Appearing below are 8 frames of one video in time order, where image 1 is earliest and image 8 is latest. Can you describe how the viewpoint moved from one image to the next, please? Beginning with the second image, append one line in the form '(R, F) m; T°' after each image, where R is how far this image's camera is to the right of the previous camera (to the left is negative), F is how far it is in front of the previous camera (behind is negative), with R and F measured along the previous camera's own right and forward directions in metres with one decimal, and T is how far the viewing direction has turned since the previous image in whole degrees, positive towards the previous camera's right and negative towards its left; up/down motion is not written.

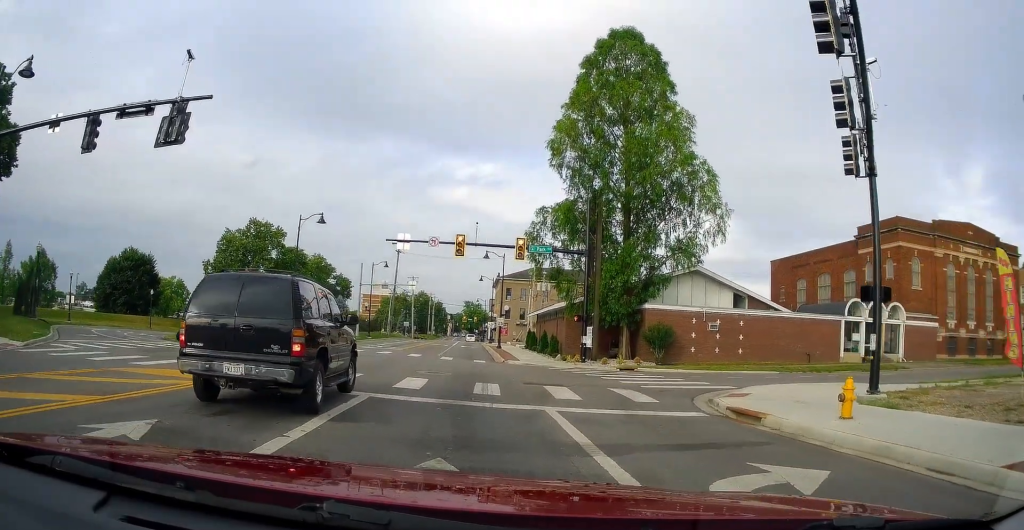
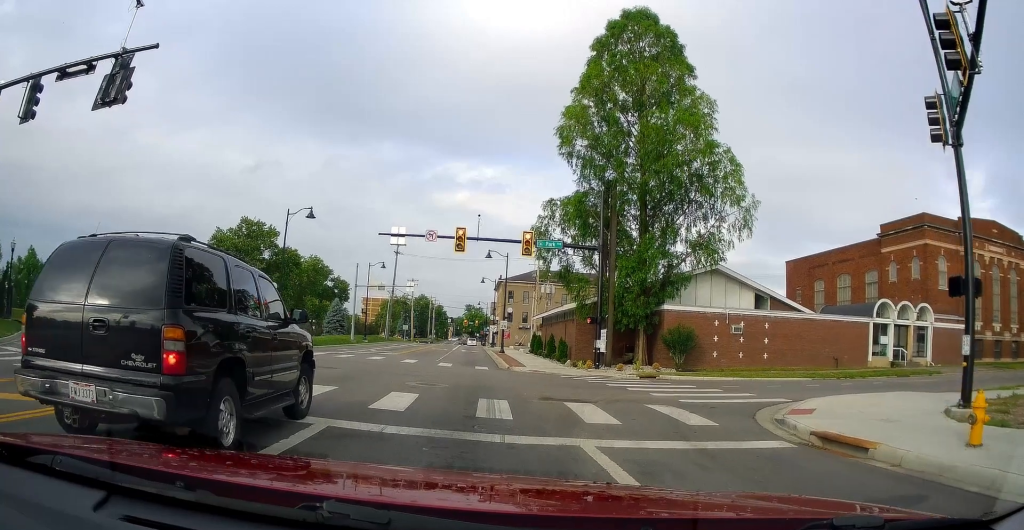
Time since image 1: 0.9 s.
(+0.3, +3.2) m; +3°
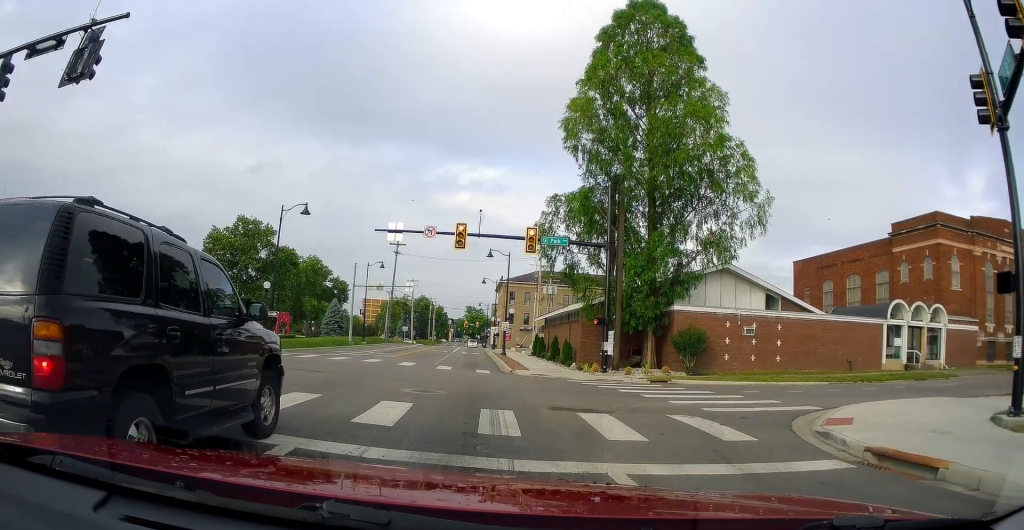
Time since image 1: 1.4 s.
(+0.1, +1.5) m; -5°
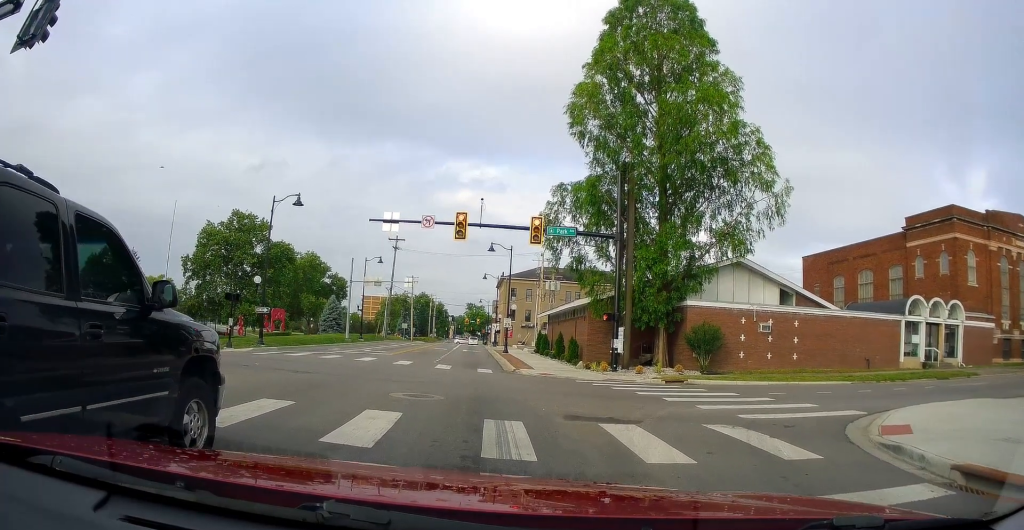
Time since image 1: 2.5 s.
(-0.4, +1.3) m; -2°
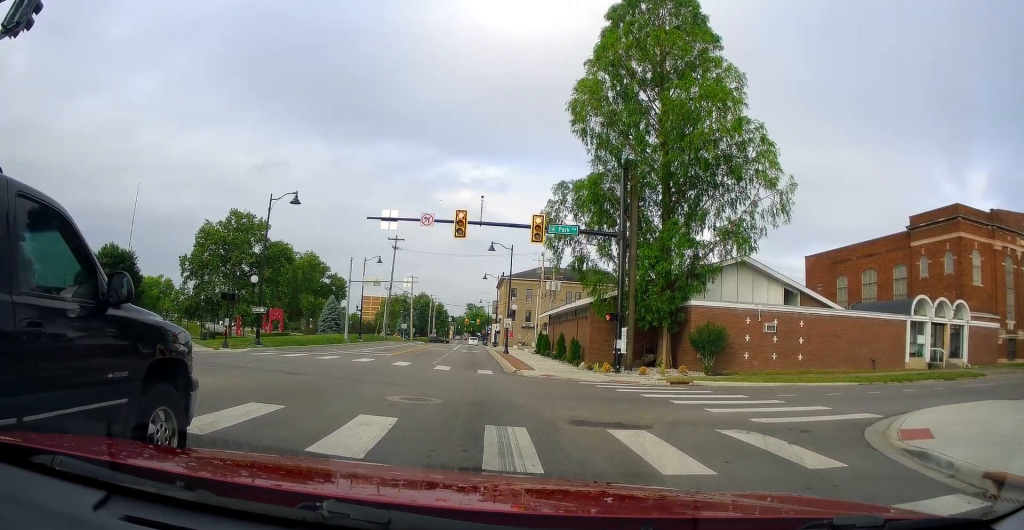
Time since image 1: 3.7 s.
(-0.2, +0.3) m; 0°
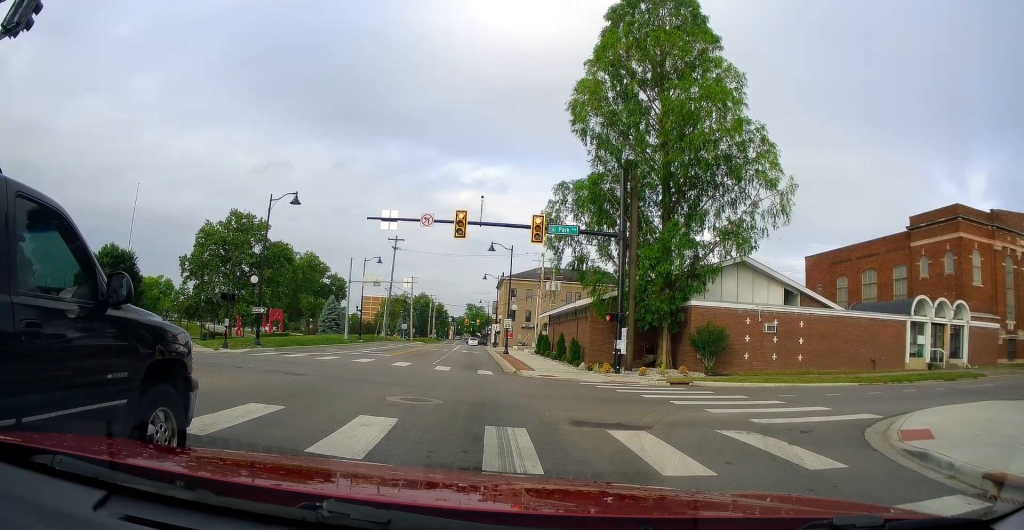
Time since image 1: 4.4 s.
(0.0, 0.0) m; 0°
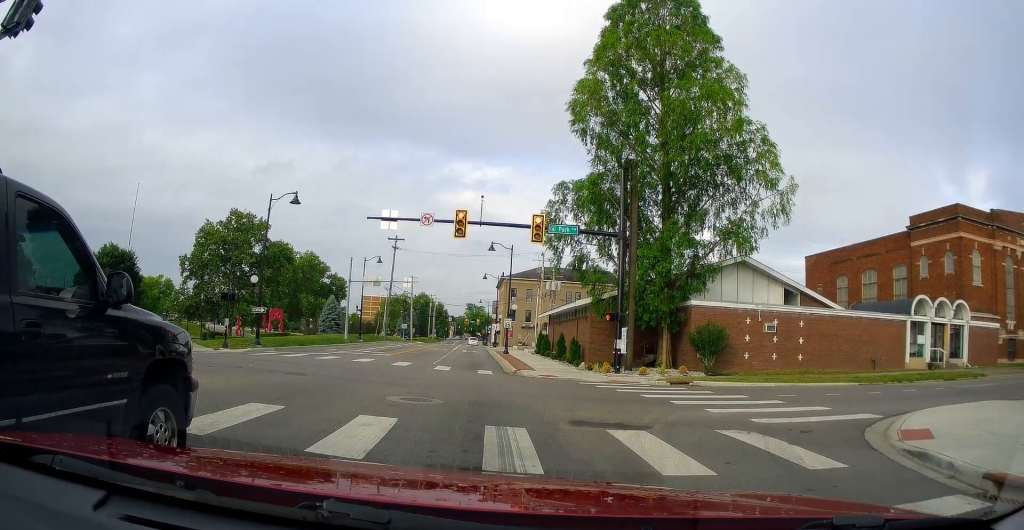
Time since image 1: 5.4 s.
(-0.2, +0.2) m; 0°
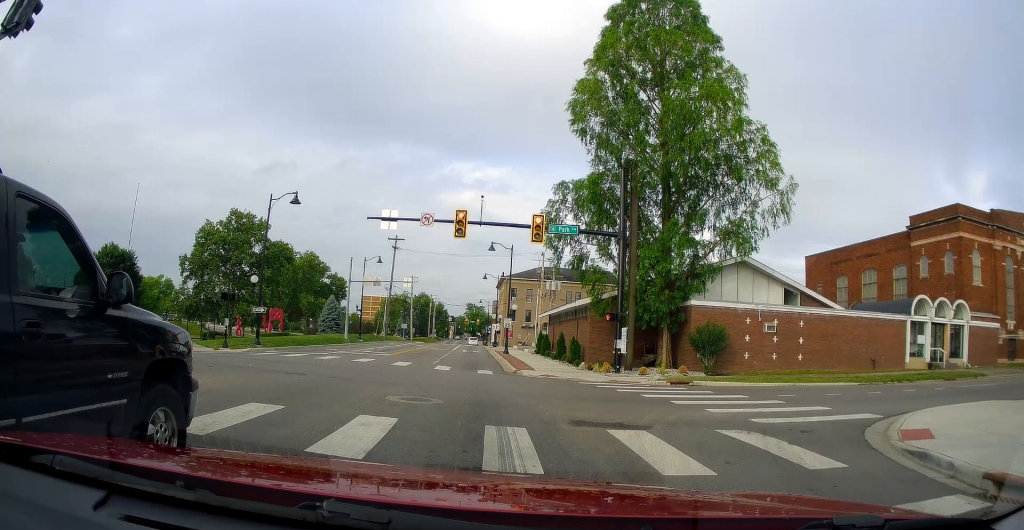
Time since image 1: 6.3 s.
(-0.1, +0.2) m; 0°
